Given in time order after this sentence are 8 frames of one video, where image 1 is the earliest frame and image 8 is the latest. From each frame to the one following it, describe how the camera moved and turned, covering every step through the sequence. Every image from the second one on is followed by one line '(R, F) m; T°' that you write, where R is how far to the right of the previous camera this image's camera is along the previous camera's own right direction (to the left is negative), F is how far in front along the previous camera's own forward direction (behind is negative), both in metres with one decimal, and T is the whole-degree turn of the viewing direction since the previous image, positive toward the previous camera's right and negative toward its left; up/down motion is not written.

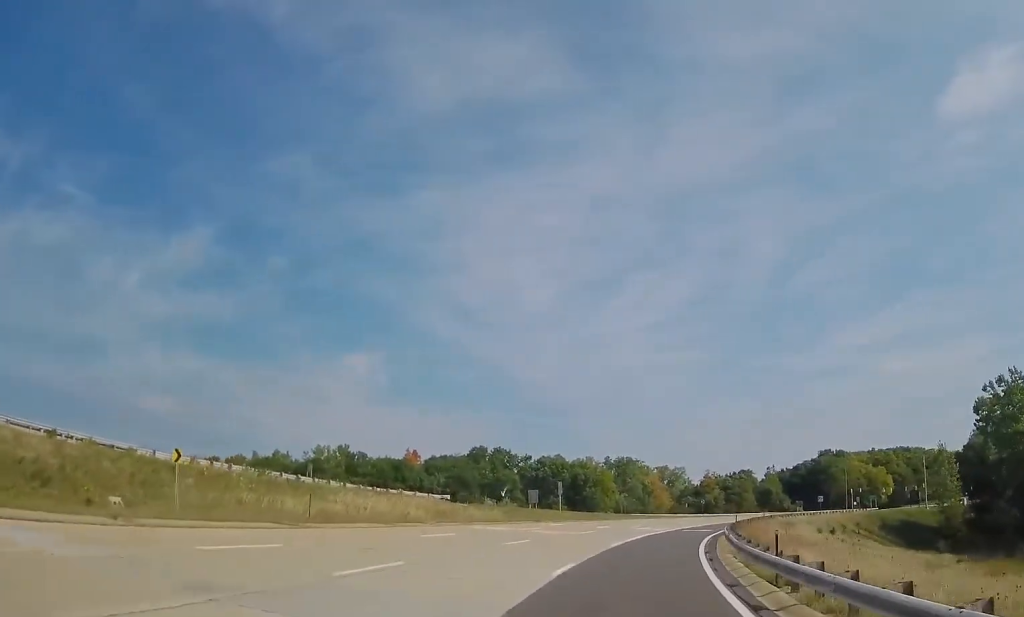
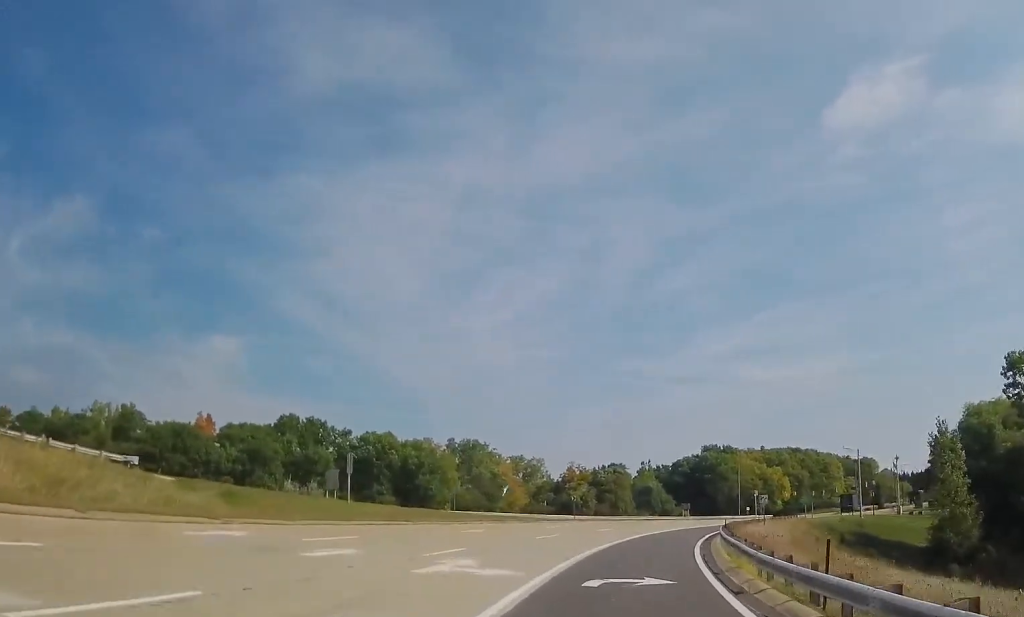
(+3.2, +37.1) m; +10°
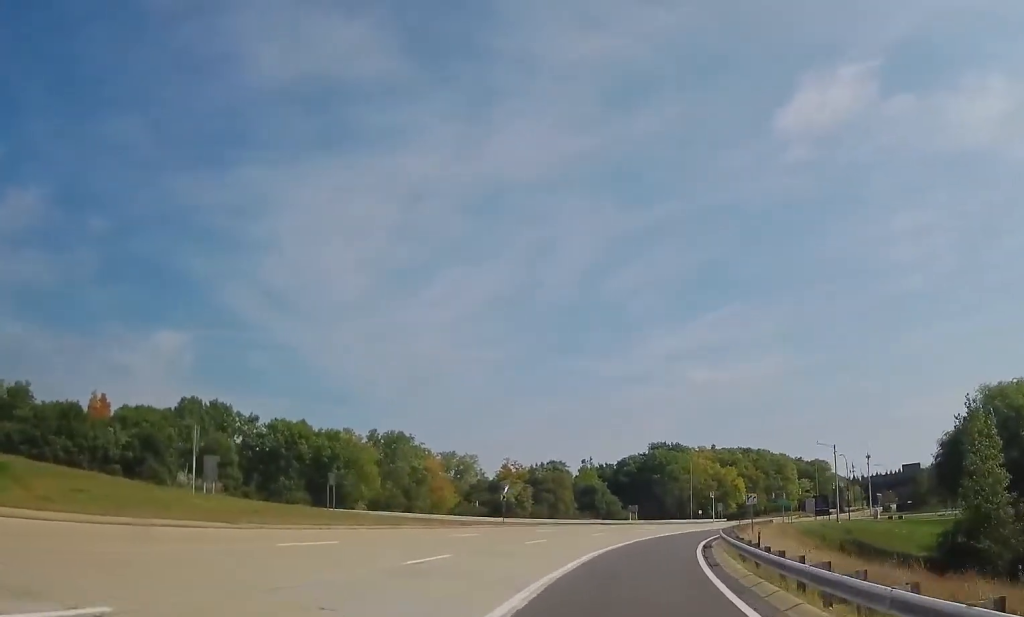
(+0.5, +16.3) m; +4°
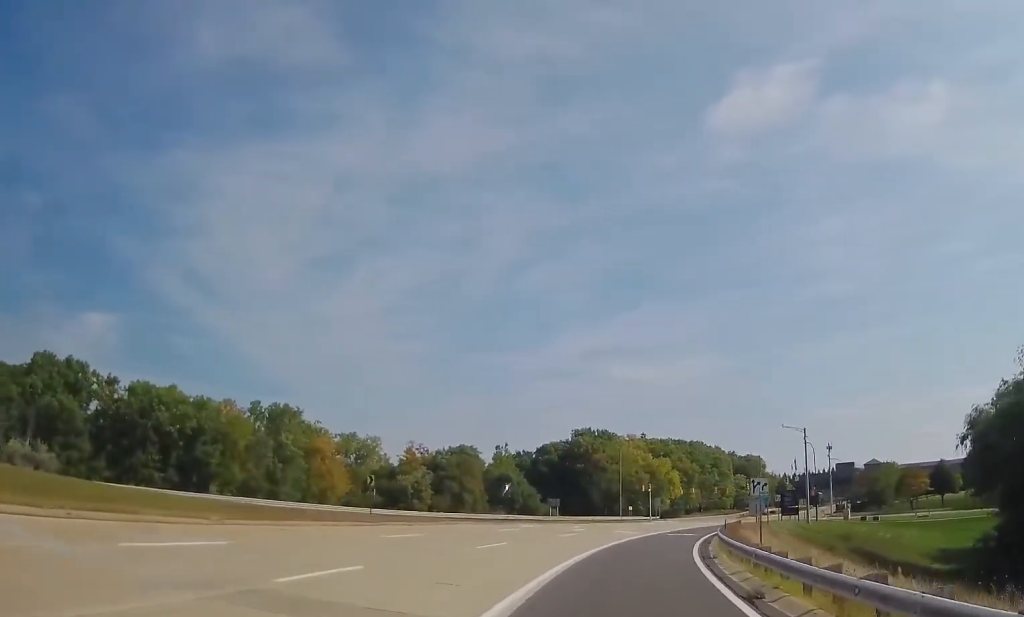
(+1.2, +21.0) m; +7°
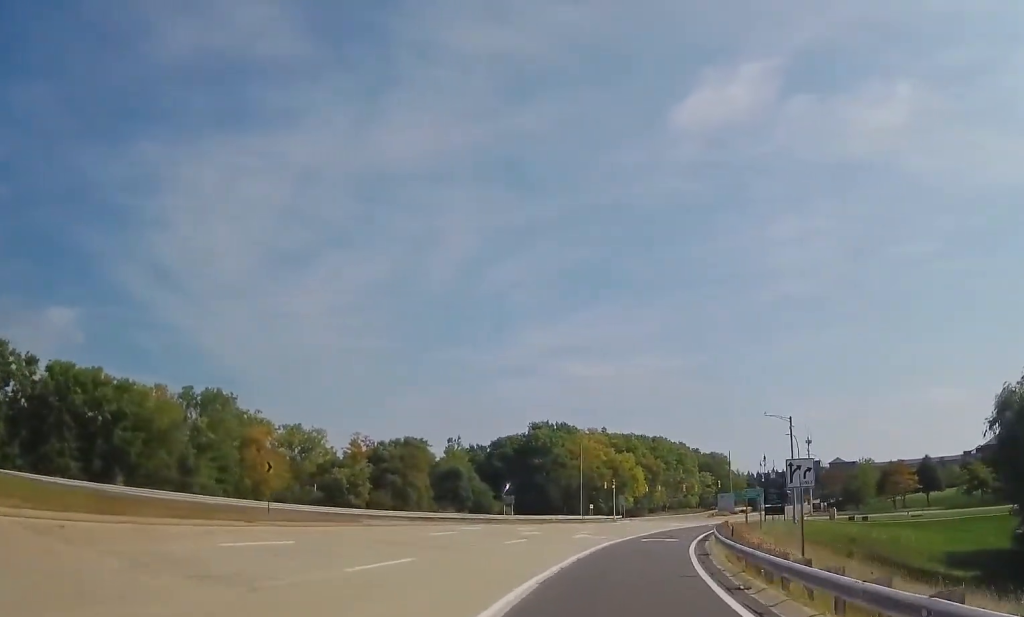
(+0.1, +10.6) m; +4°
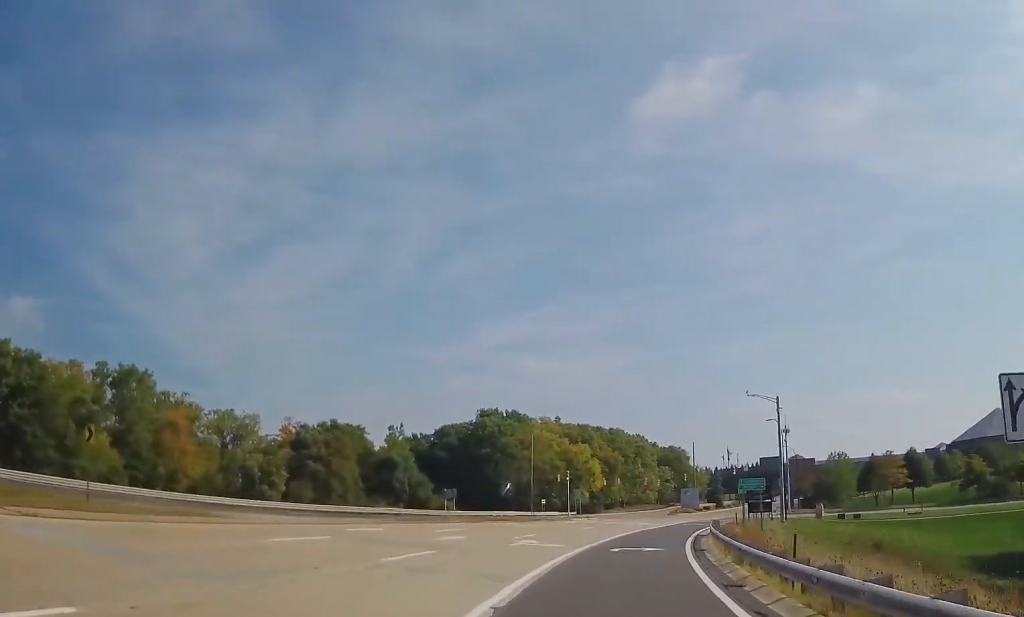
(+0.7, +12.3) m; +5°
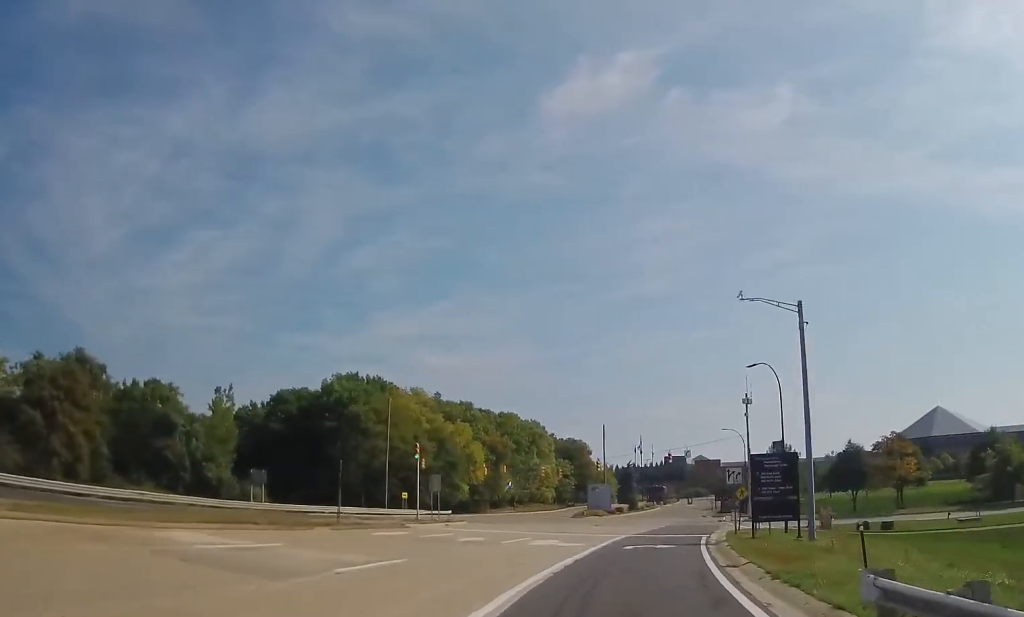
(+3.5, +32.6) m; +9°
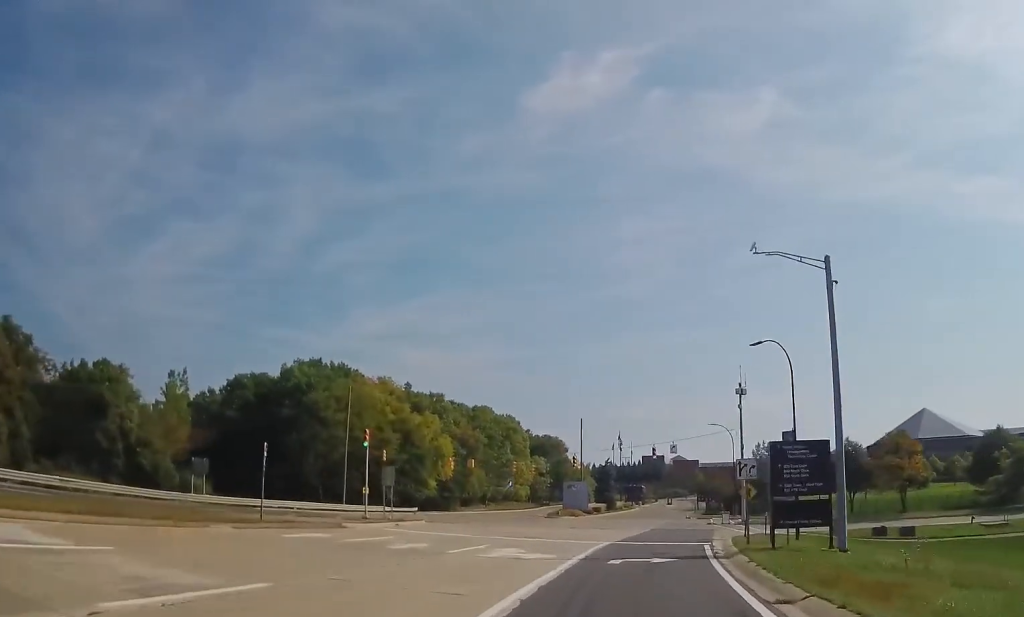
(-0.1, +7.4) m; +1°
